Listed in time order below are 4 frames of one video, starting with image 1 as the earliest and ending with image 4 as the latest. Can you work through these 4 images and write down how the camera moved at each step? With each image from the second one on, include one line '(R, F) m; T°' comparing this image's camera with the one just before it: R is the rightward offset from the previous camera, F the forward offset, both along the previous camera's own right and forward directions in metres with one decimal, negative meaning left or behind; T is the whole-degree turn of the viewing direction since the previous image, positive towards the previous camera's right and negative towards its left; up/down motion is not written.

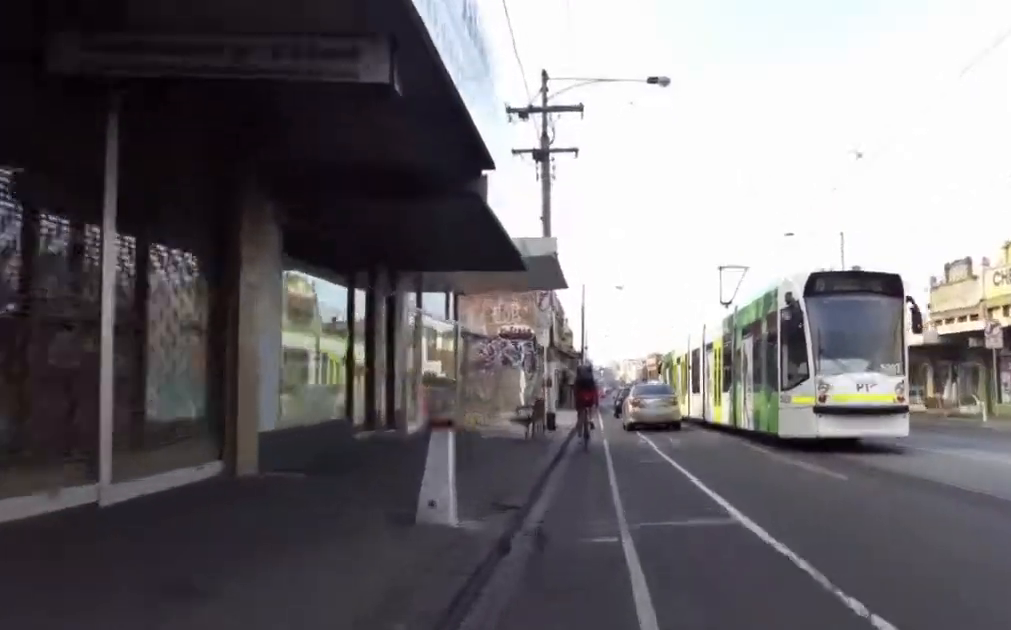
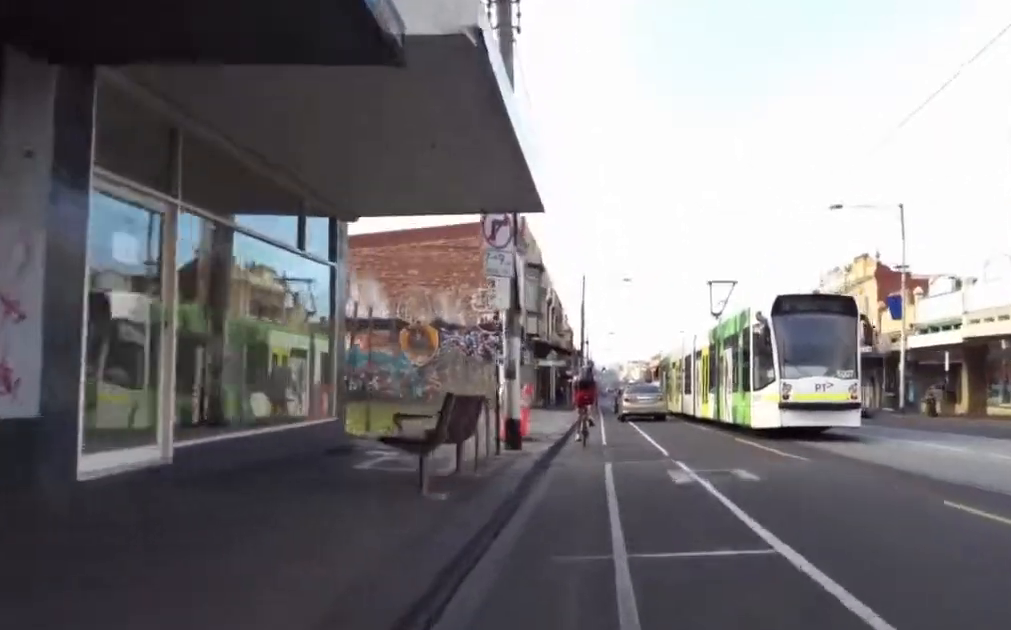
(-0.4, +8.3) m; -6°
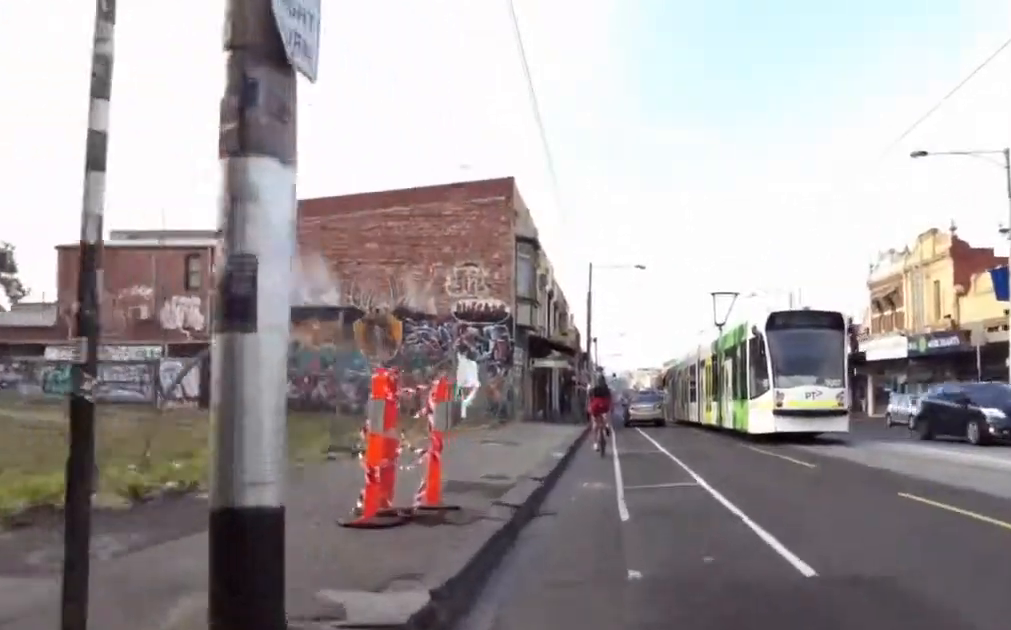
(-0.3, +8.0) m; -2°
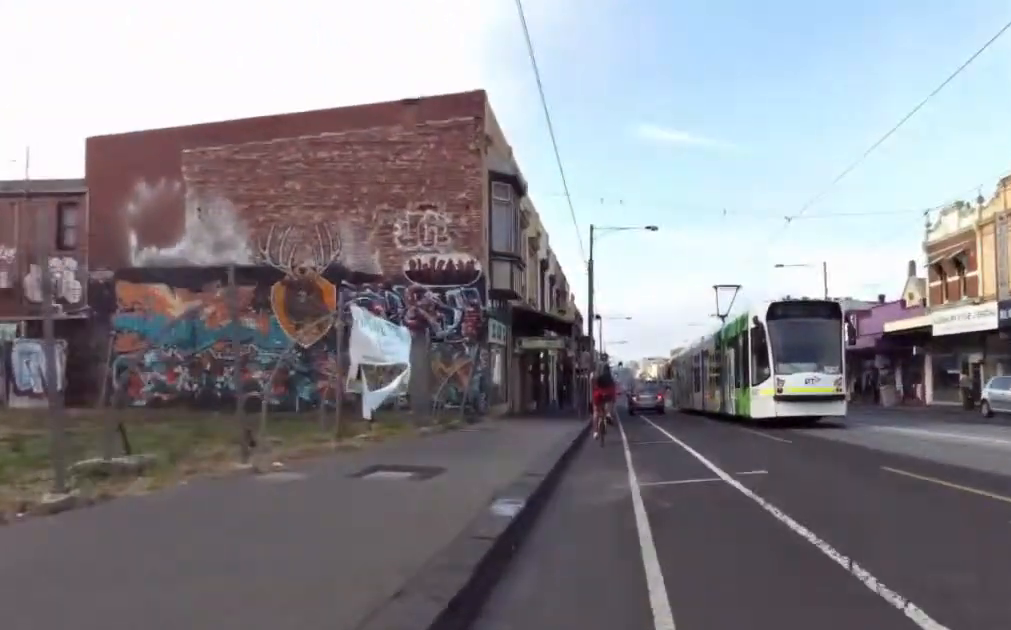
(0.0, +7.0) m; 0°
